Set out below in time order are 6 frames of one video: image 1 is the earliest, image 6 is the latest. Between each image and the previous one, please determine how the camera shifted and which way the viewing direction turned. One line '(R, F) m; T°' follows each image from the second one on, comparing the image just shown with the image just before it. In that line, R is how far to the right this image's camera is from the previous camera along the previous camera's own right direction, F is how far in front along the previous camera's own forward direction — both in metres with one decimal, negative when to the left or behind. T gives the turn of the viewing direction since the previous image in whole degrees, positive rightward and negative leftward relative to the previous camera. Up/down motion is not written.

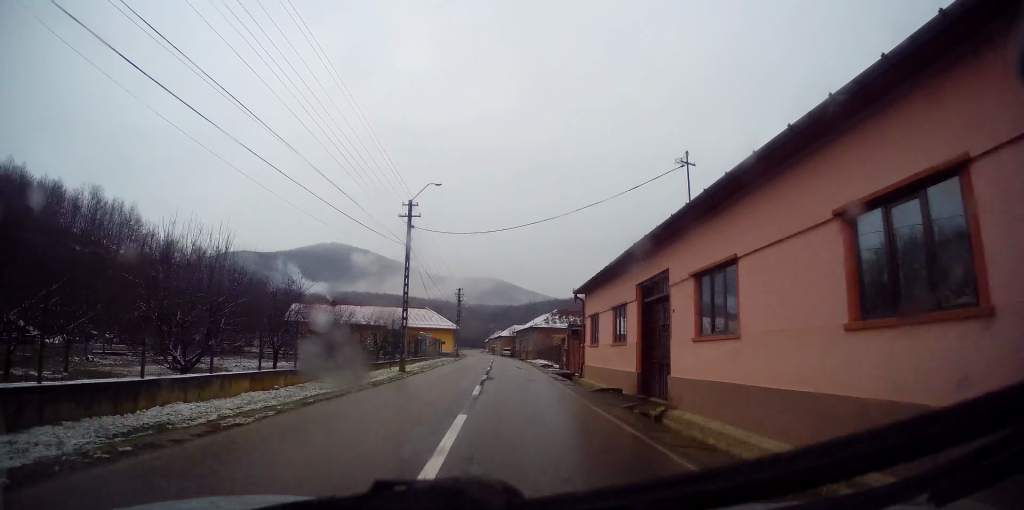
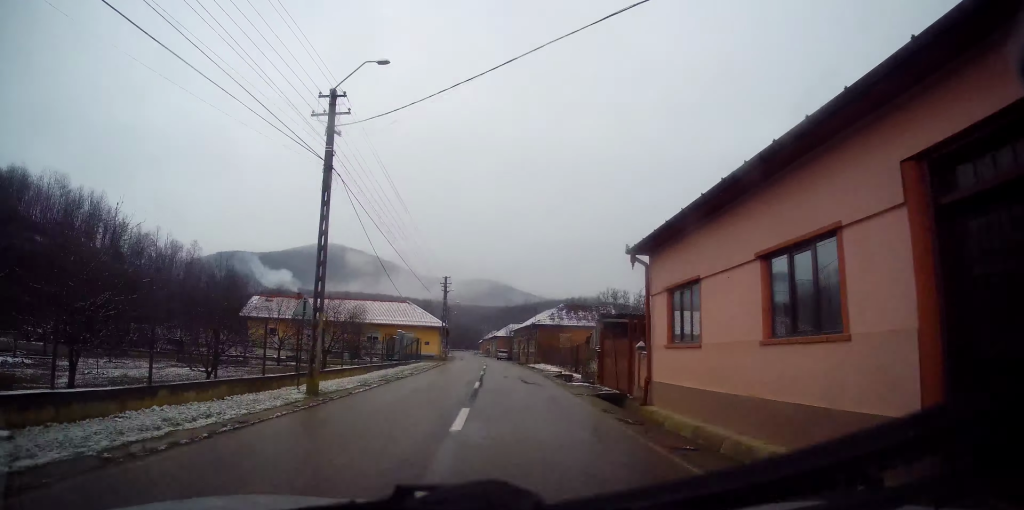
(0.0, +12.2) m; 0°
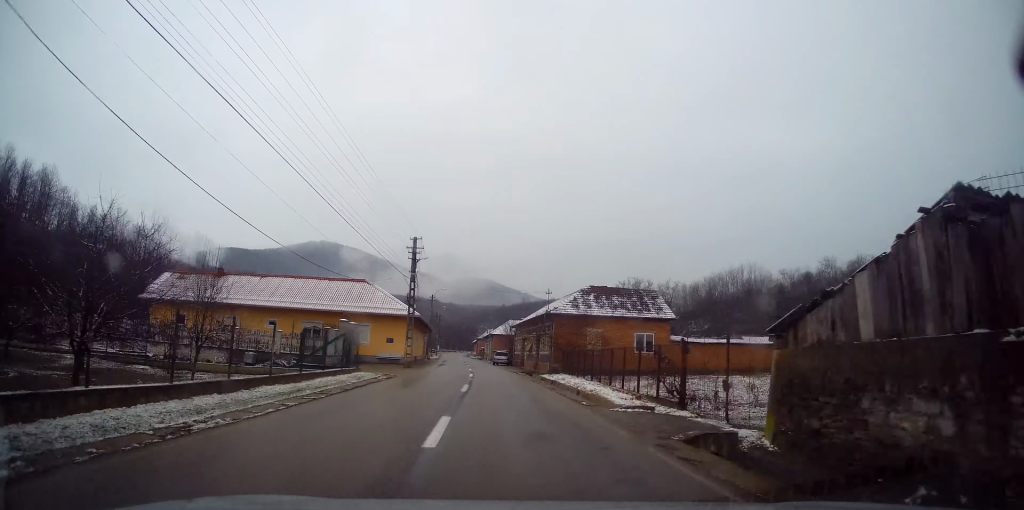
(0.0, +19.3) m; 0°
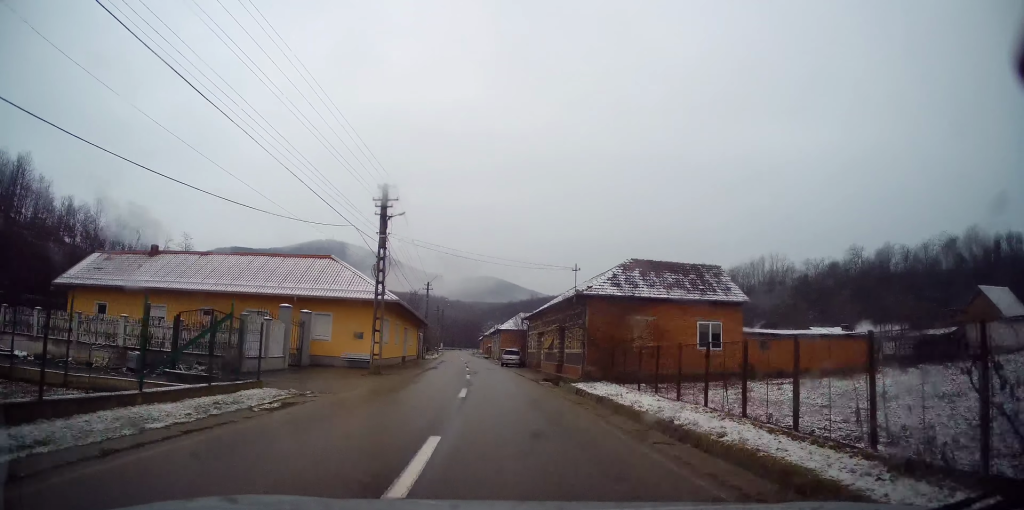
(0.0, +11.3) m; 0°
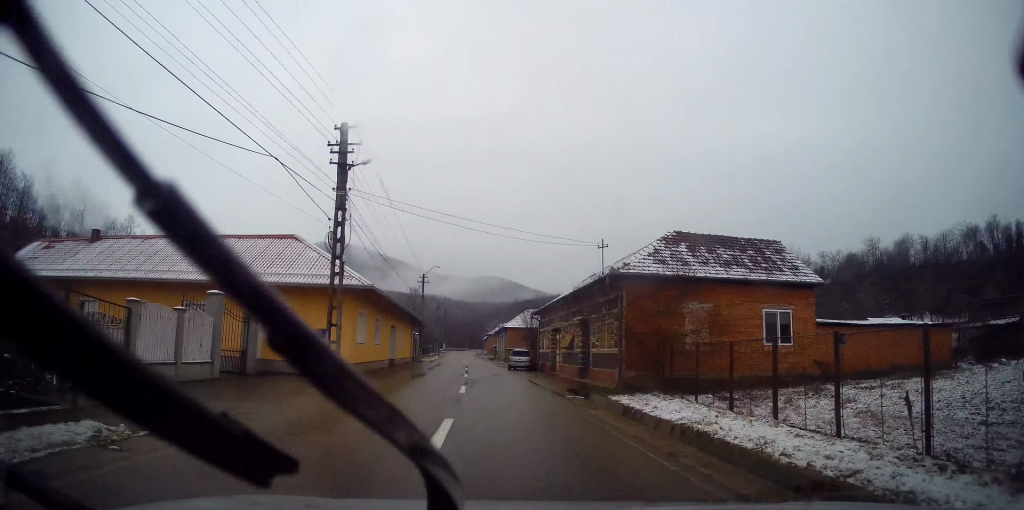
(0.0, +7.0) m; -1°
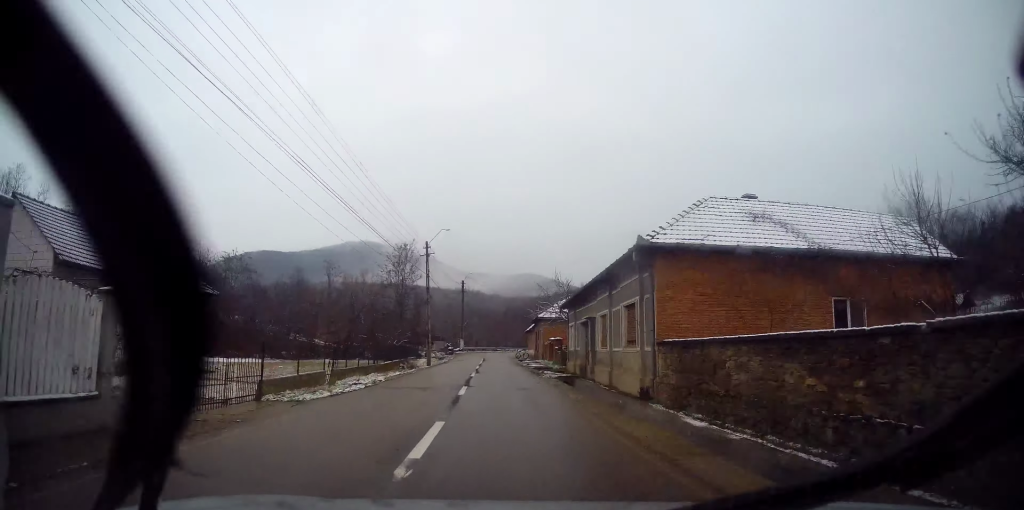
(-2.1, +51.6) m; -3°
